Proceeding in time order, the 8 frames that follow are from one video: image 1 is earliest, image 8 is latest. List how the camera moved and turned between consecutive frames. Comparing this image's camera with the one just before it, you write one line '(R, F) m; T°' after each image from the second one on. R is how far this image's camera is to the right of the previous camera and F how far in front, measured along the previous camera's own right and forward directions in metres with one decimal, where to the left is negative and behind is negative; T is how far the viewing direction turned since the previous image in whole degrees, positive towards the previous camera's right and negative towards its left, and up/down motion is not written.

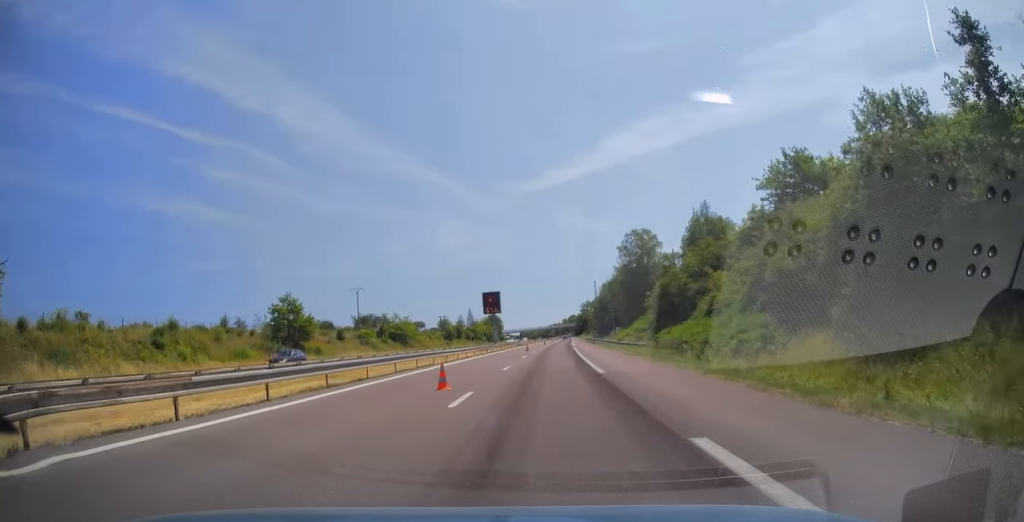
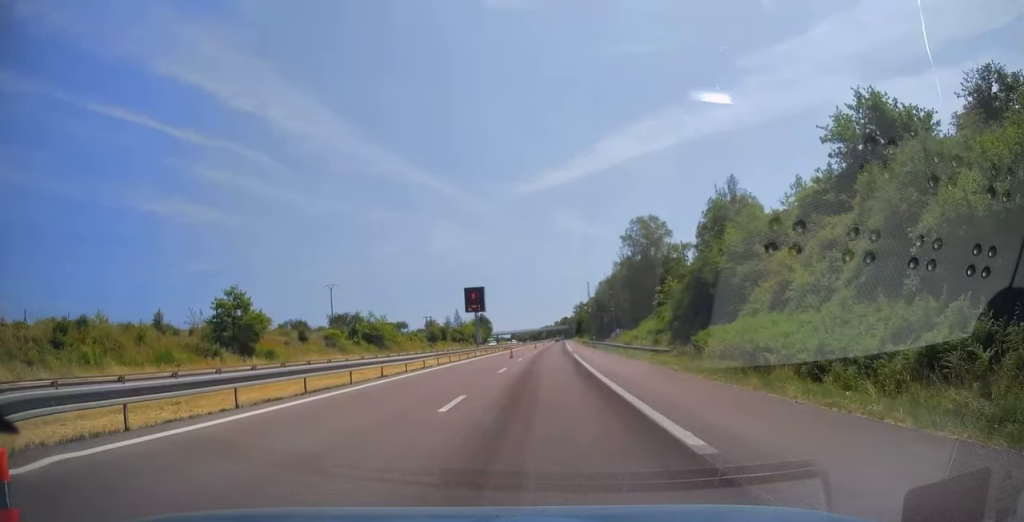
(+0.2, +13.4) m; +1°
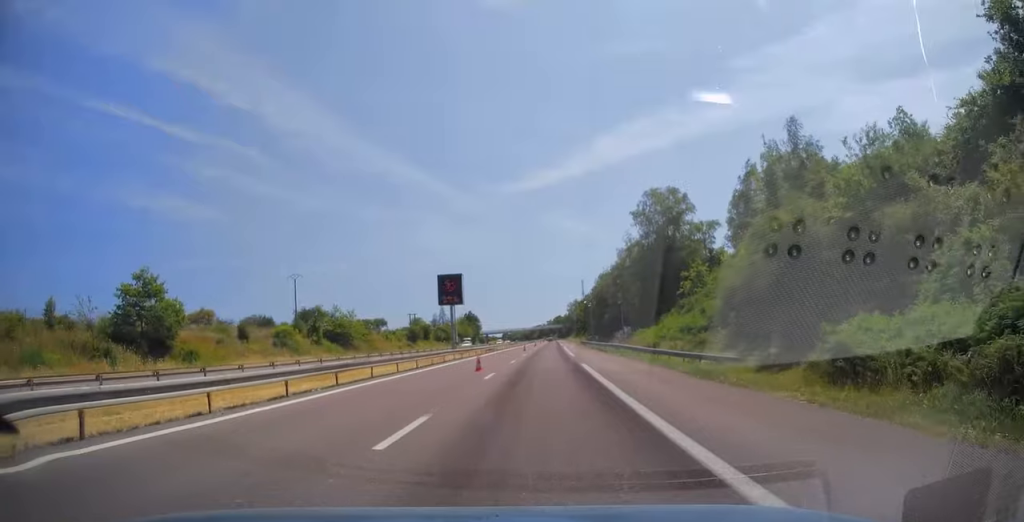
(+0.1, +17.0) m; +1°
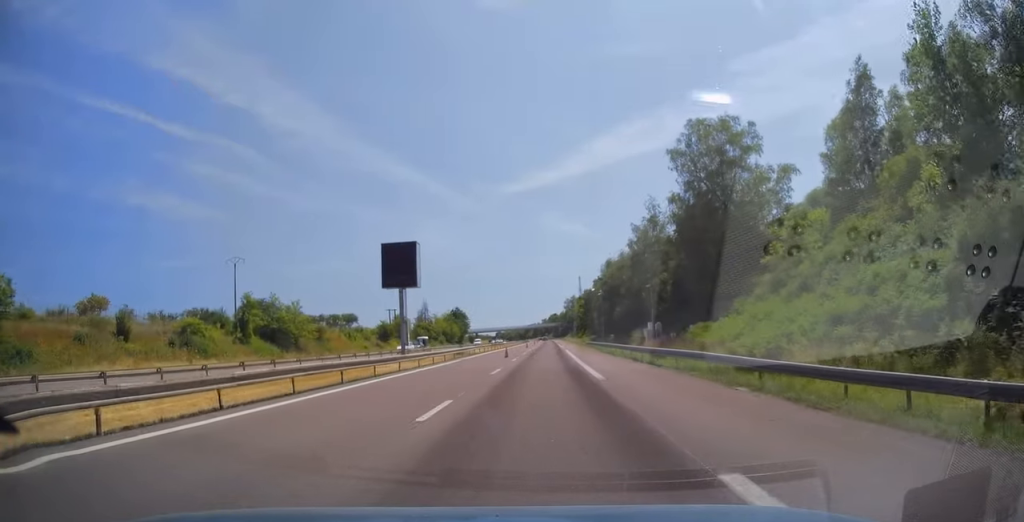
(+0.1, +23.4) m; +1°
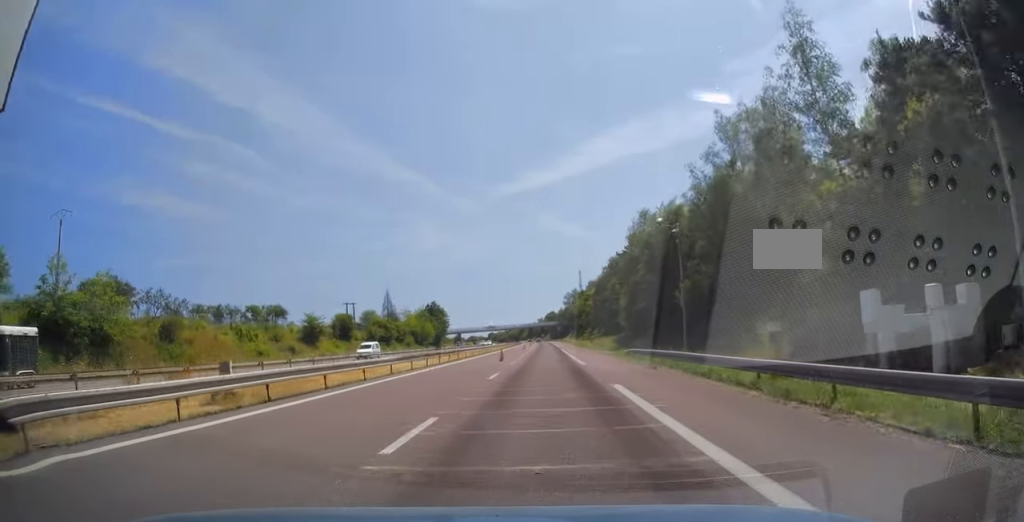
(0.0, +41.7) m; 0°
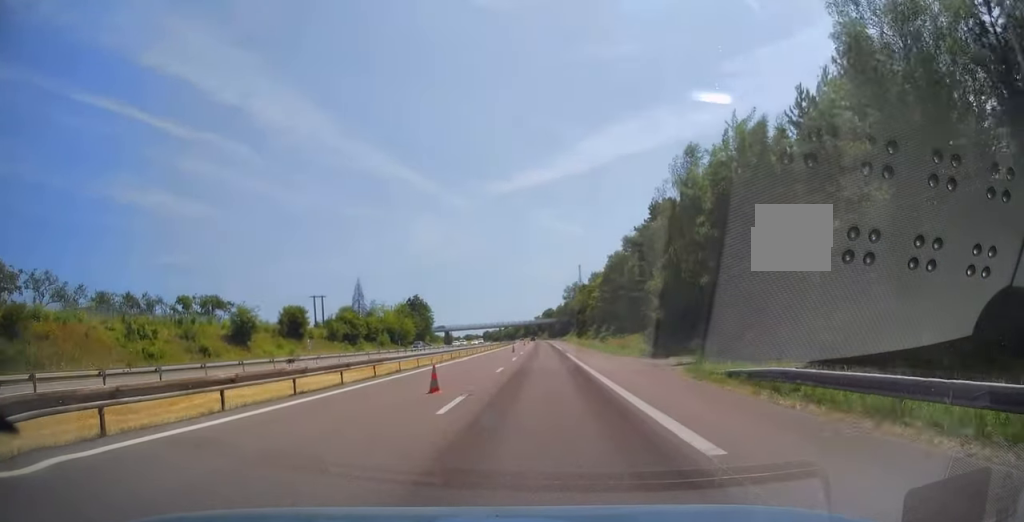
(+0.3, +22.2) m; 0°
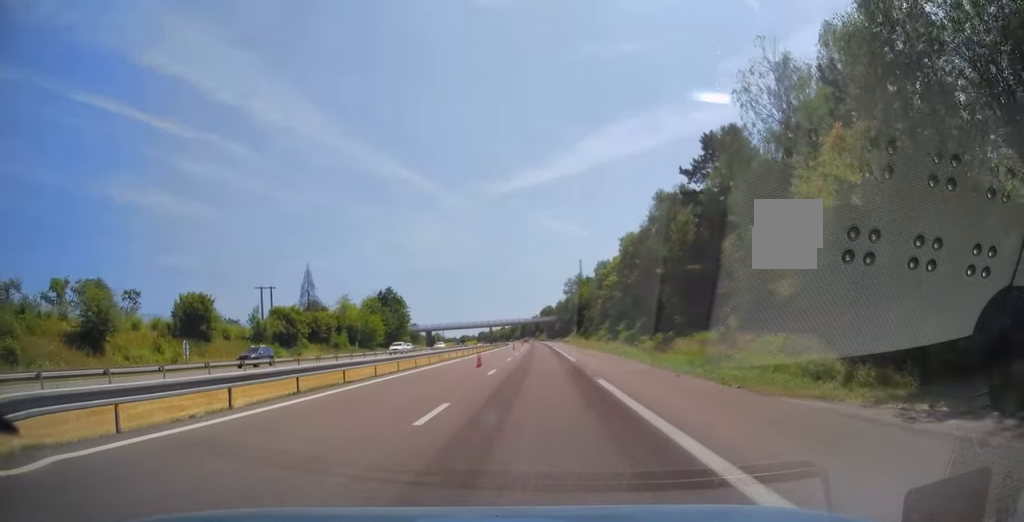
(-0.2, +27.4) m; 0°
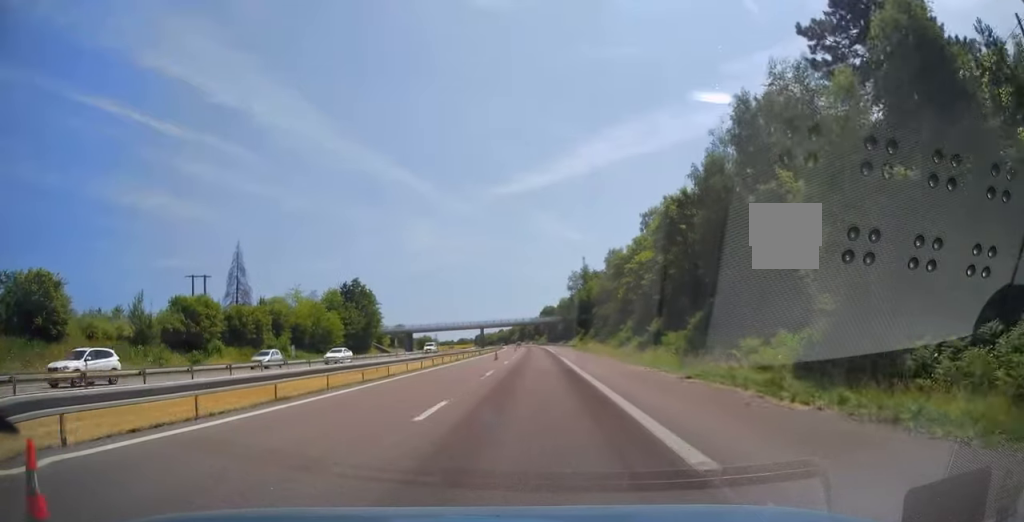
(+0.2, +25.3) m; 0°
